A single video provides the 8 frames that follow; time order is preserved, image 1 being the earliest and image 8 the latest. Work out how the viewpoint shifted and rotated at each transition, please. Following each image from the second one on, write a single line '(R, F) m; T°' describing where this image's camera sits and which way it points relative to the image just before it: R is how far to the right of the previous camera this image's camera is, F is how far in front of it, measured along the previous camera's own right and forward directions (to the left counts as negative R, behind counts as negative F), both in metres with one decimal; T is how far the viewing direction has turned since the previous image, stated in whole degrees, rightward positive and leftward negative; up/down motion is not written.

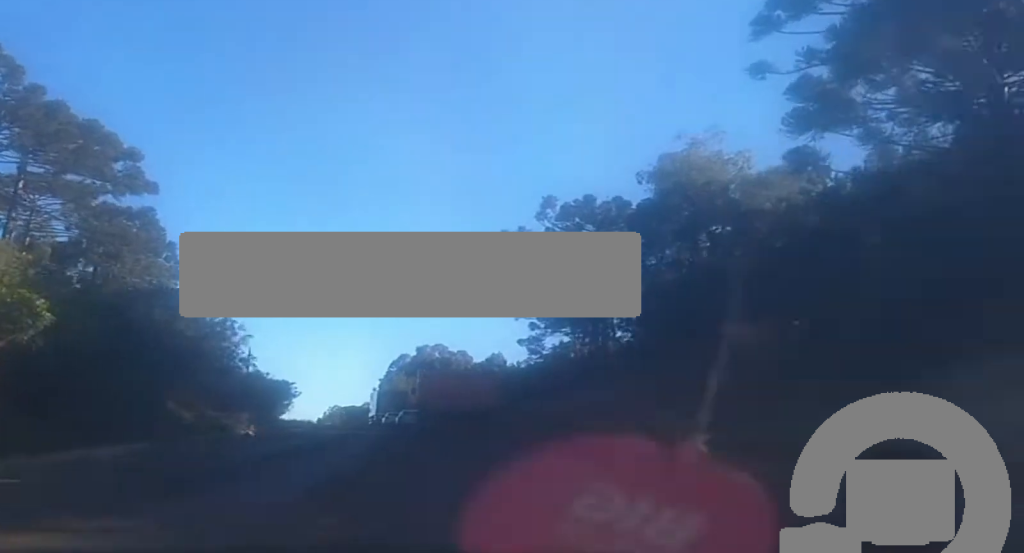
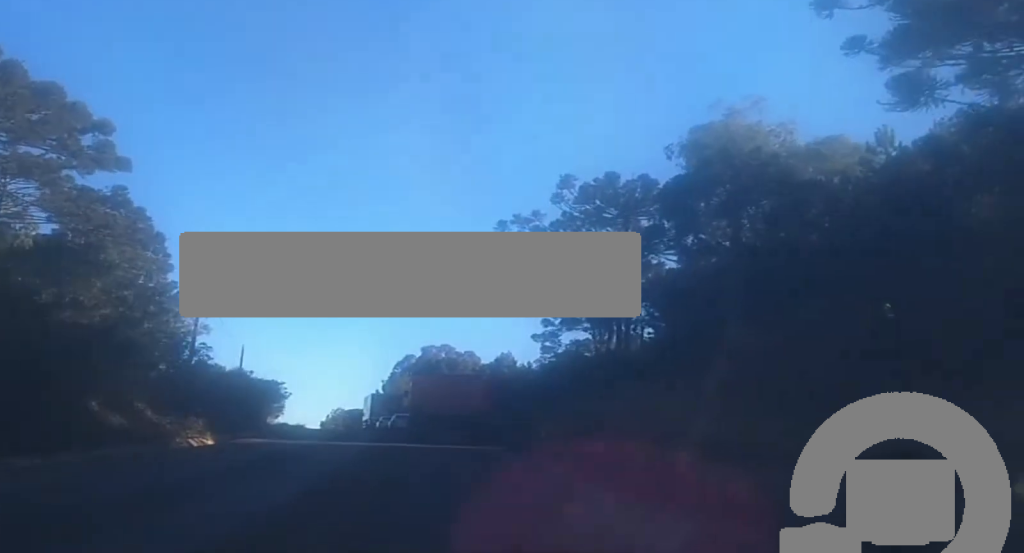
(0.0, +8.7) m; -1°
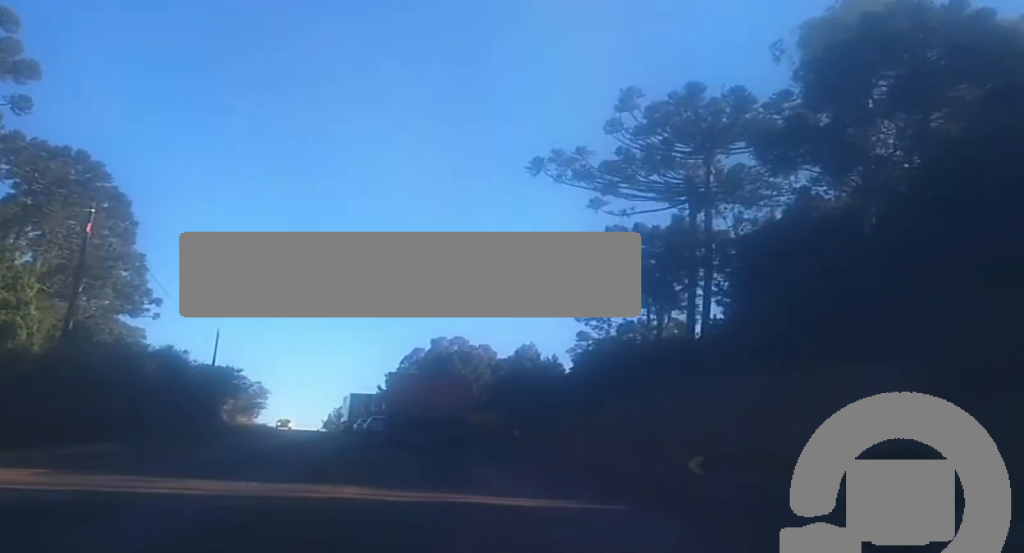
(-0.3, +20.5) m; -1°
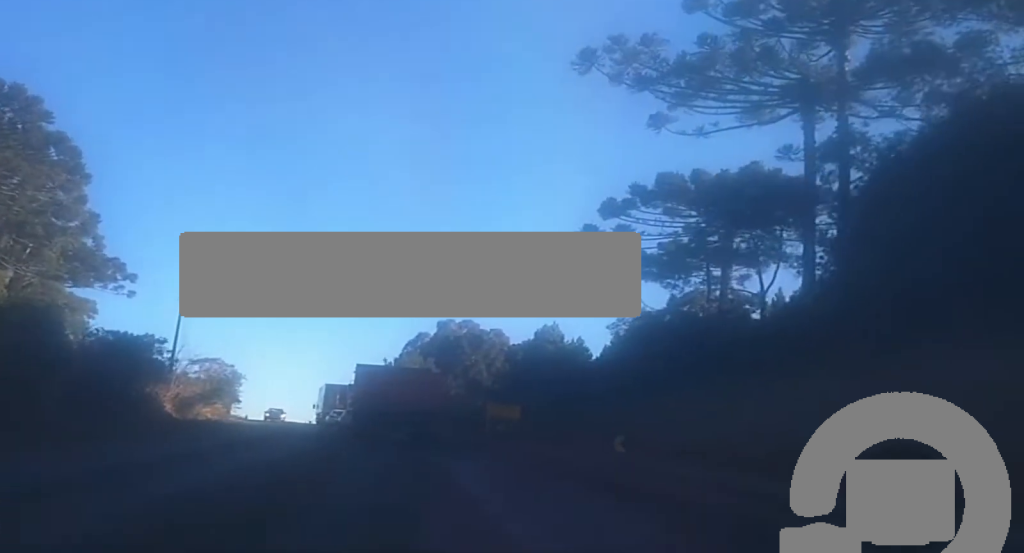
(-0.2, +17.5) m; -1°
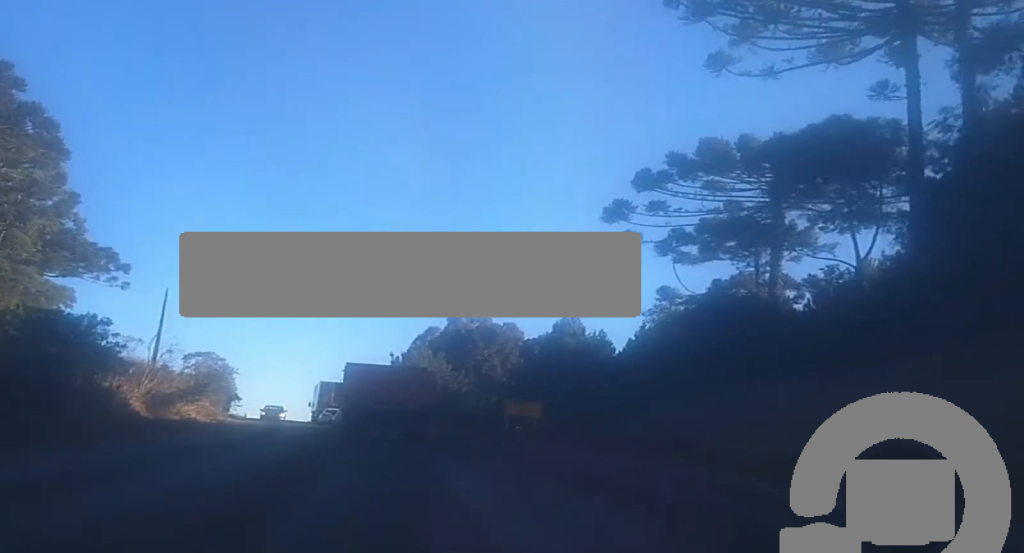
(0.0, +8.6) m; 0°
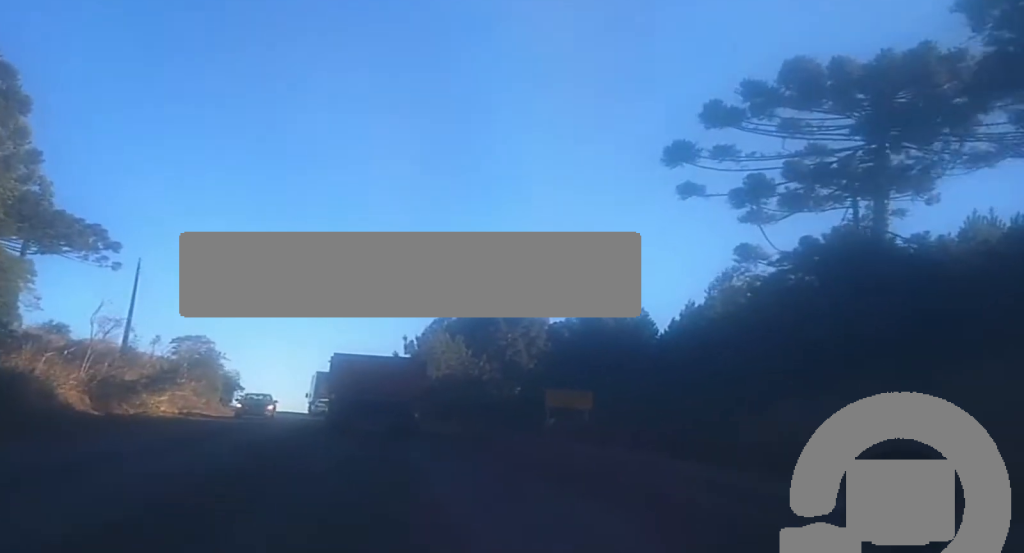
(0.0, +12.7) m; -1°
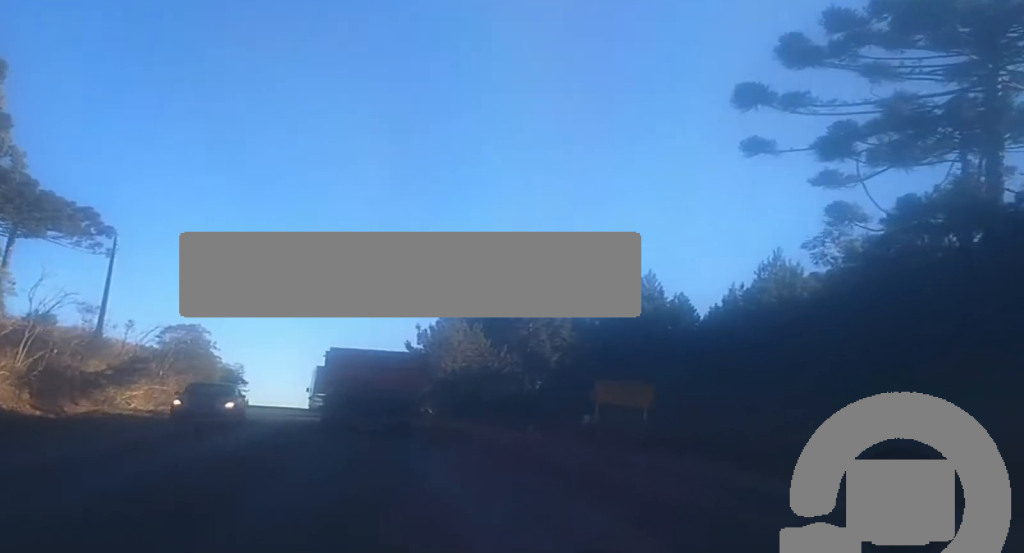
(-0.1, +8.8) m; -1°
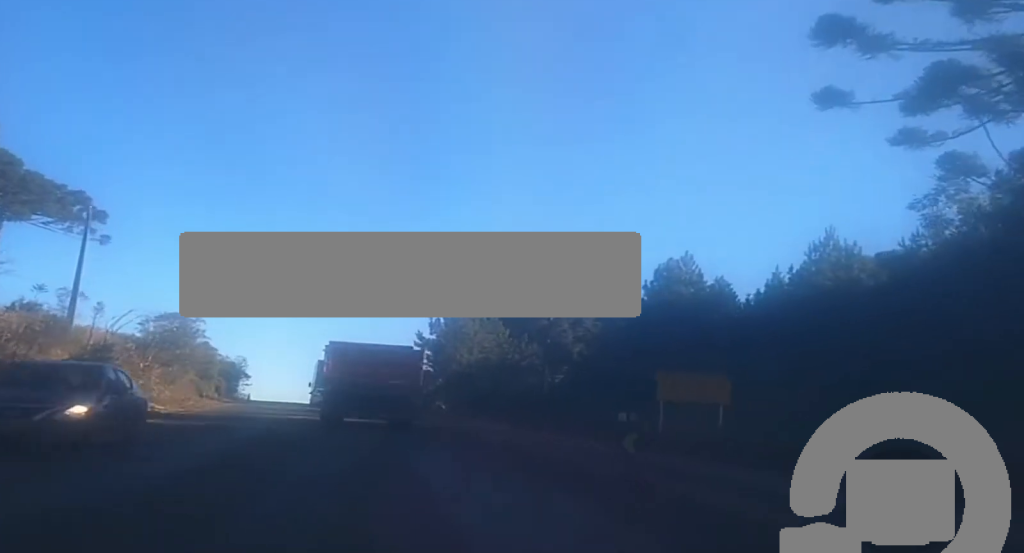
(-0.1, +7.2) m; -2°
